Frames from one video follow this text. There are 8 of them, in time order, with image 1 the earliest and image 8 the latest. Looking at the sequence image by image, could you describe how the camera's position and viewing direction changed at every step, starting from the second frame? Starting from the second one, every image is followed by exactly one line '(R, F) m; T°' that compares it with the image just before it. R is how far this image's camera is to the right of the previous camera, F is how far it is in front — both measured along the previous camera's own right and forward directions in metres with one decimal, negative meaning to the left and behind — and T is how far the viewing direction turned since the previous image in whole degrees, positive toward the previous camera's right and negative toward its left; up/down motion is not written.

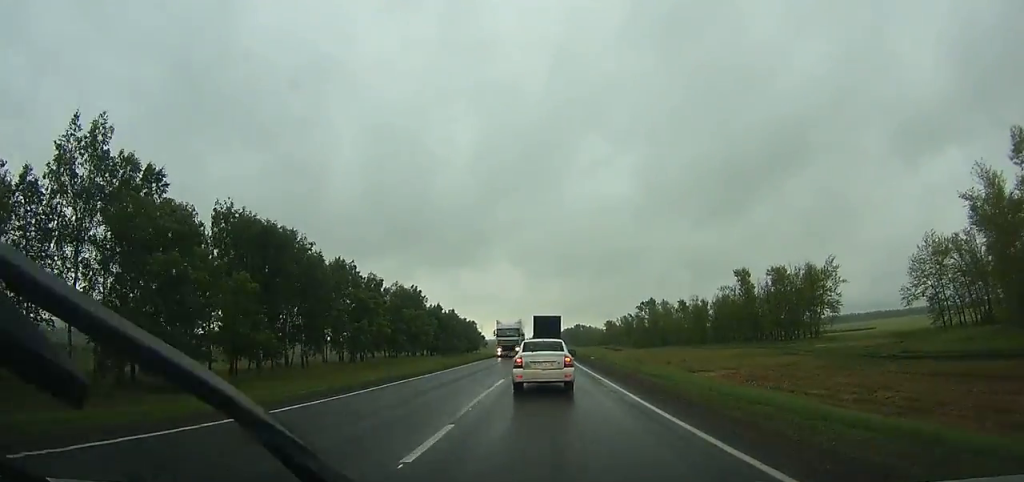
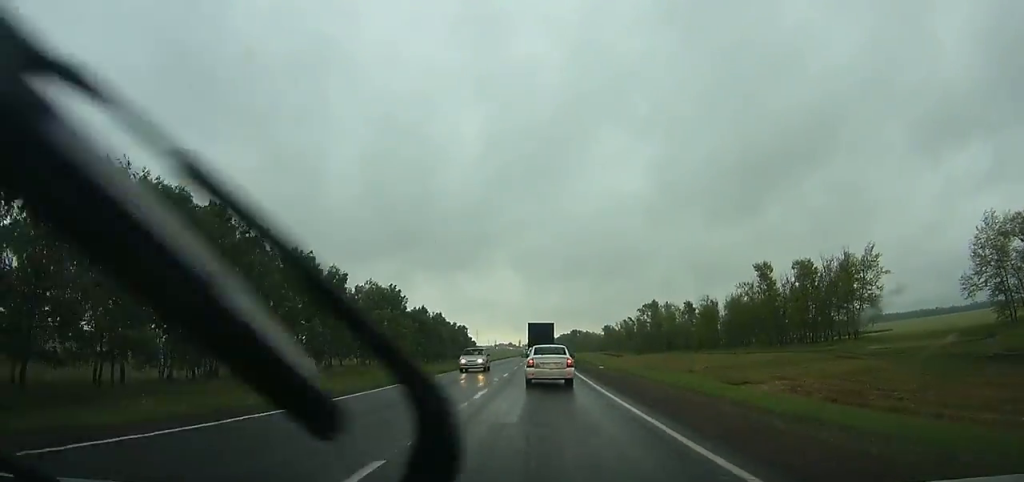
(0.0, +16.8) m; 0°
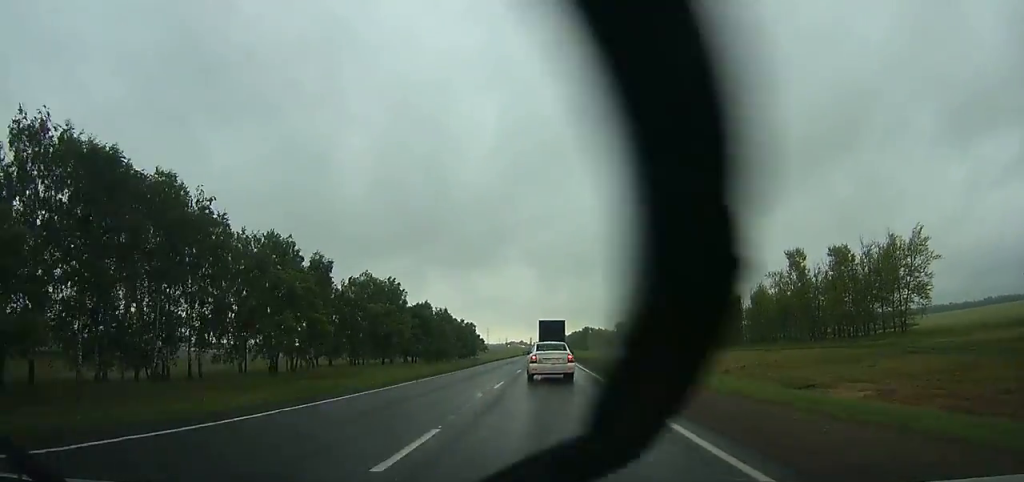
(0.0, +8.8) m; 0°
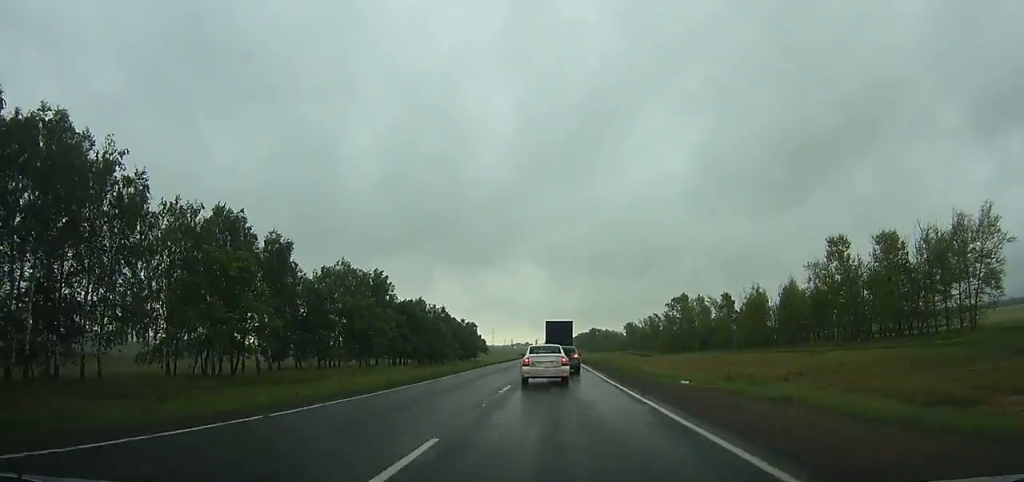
(-0.1, +11.2) m; 0°
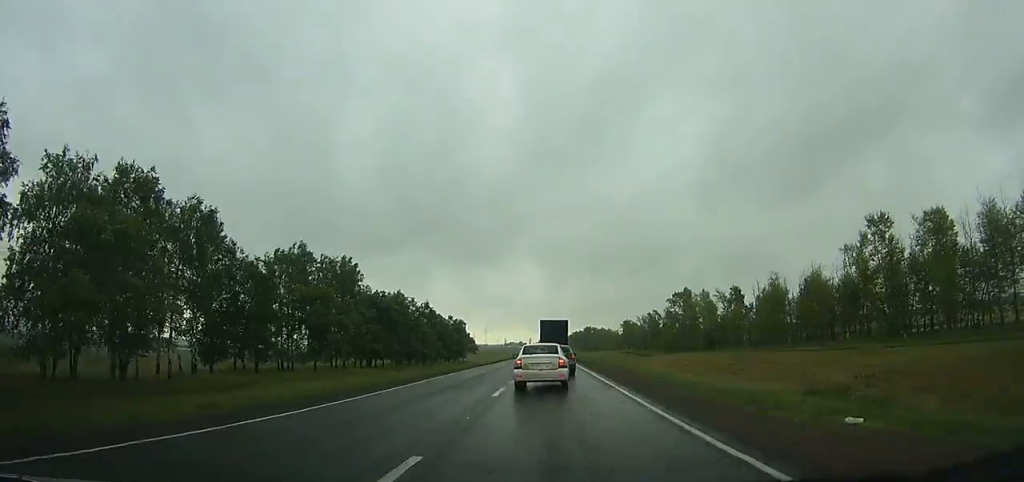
(0.0, +10.9) m; 0°
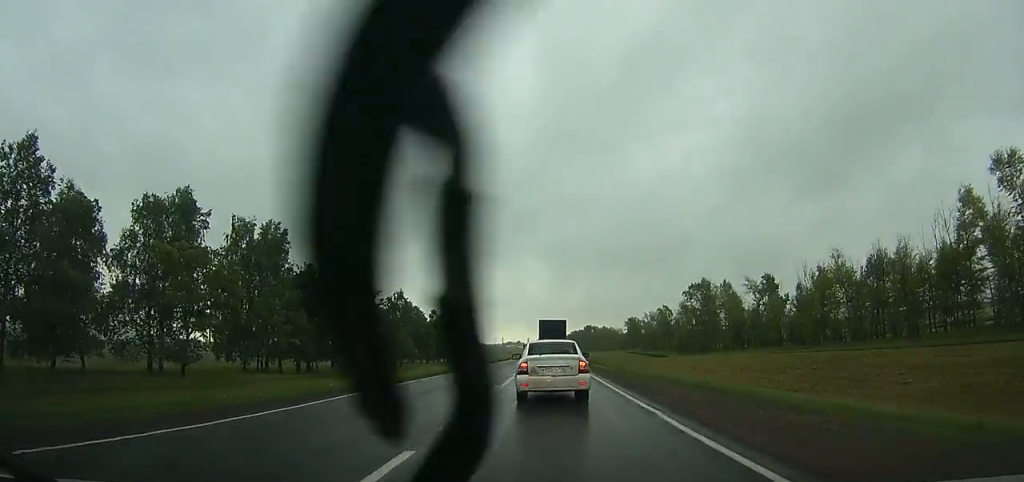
(+0.2, +21.5) m; 0°
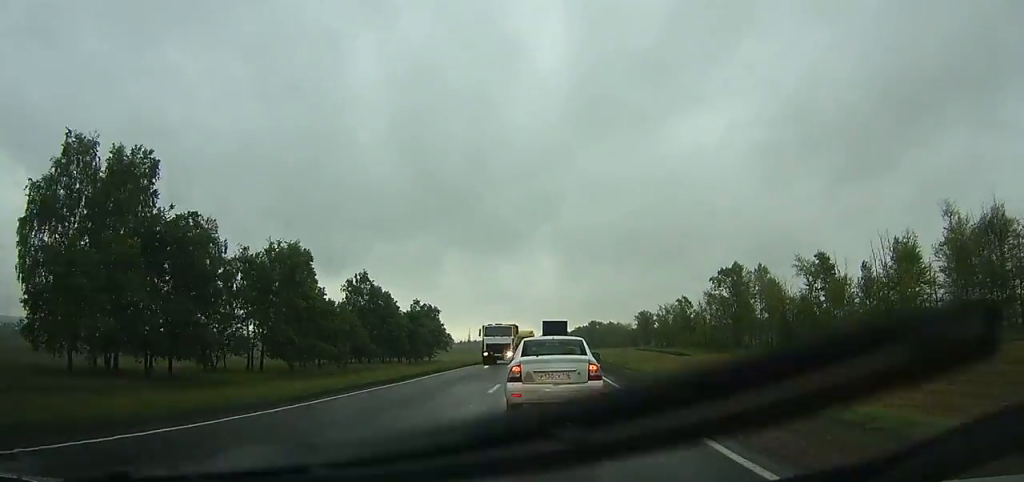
(0.0, +23.6) m; 0°
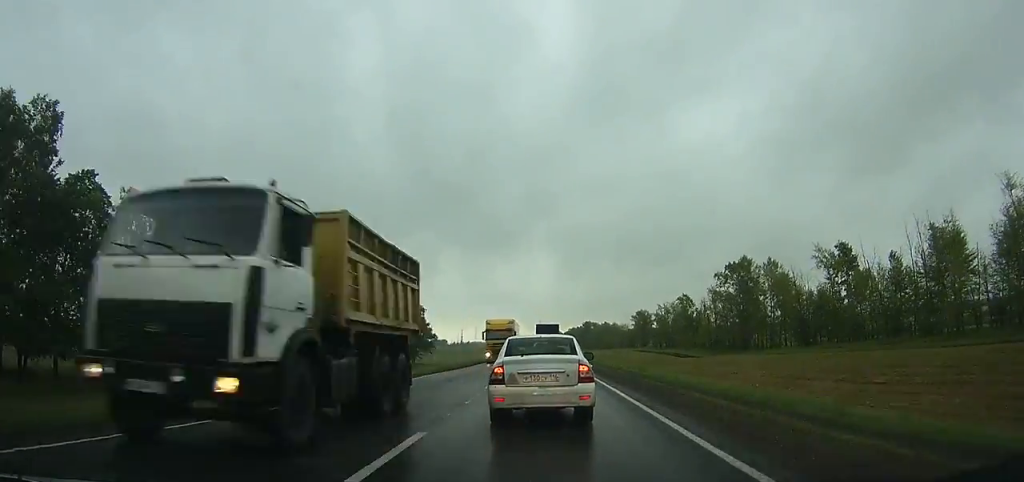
(0.0, +10.1) m; 0°
